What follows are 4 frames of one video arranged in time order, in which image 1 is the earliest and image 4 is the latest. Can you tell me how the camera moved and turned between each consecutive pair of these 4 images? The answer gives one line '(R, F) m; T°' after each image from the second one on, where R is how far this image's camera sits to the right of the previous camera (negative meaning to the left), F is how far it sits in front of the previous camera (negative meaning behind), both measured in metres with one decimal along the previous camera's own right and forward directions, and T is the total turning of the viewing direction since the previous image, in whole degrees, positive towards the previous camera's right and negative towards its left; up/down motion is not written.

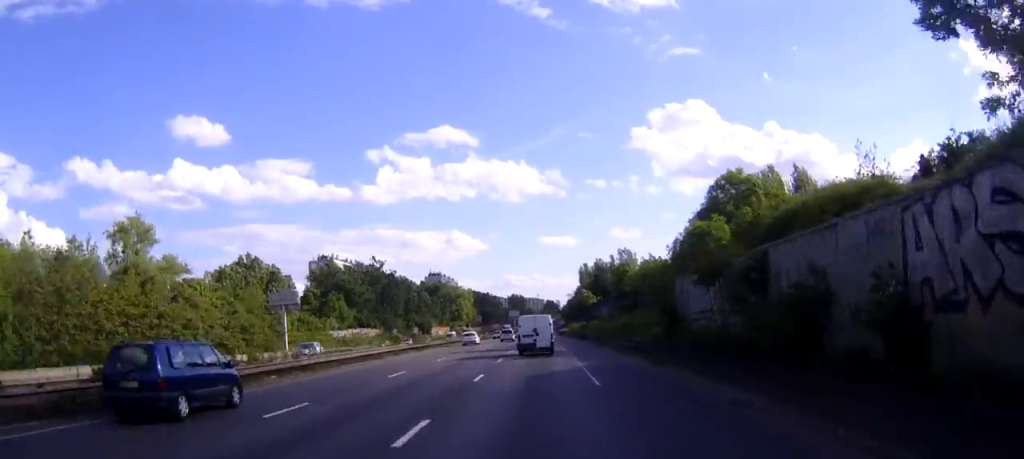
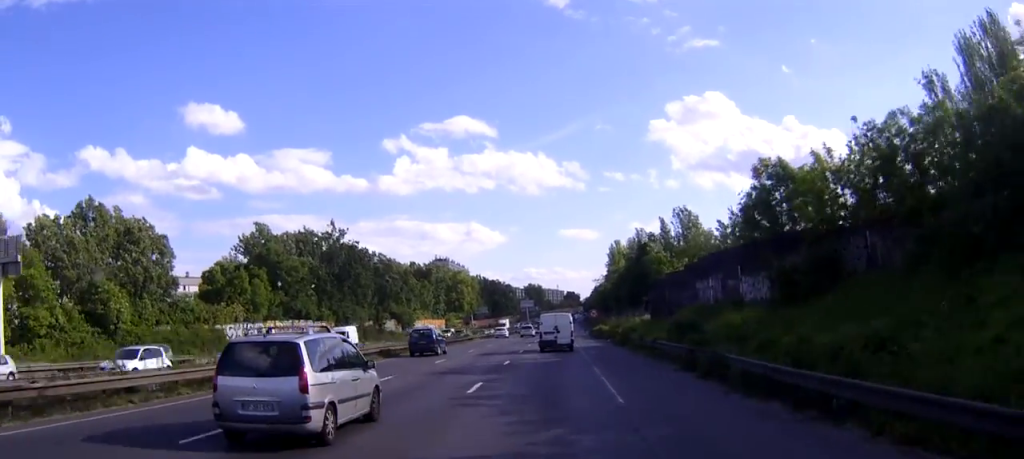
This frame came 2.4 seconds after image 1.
(-0.6, +55.3) m; -1°
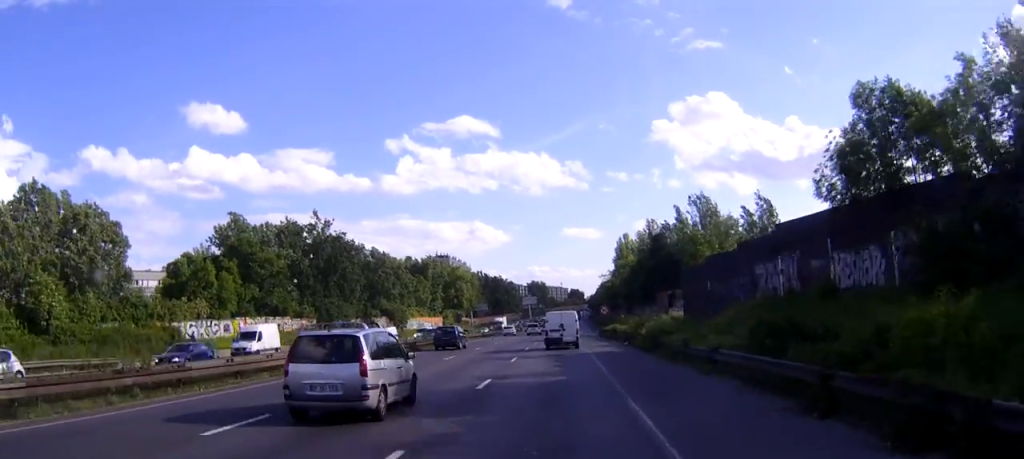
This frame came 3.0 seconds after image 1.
(-0.2, +11.9) m; 0°
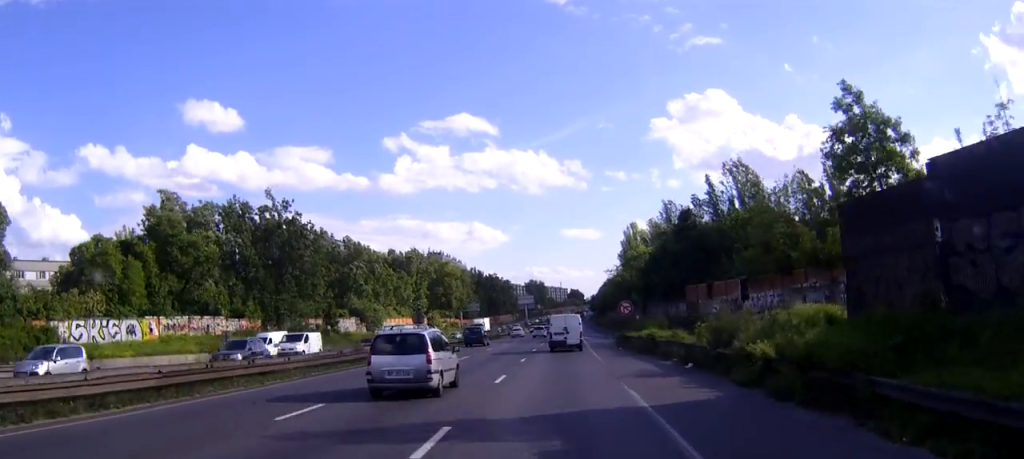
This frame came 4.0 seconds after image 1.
(-0.1, +22.5) m; 0°
